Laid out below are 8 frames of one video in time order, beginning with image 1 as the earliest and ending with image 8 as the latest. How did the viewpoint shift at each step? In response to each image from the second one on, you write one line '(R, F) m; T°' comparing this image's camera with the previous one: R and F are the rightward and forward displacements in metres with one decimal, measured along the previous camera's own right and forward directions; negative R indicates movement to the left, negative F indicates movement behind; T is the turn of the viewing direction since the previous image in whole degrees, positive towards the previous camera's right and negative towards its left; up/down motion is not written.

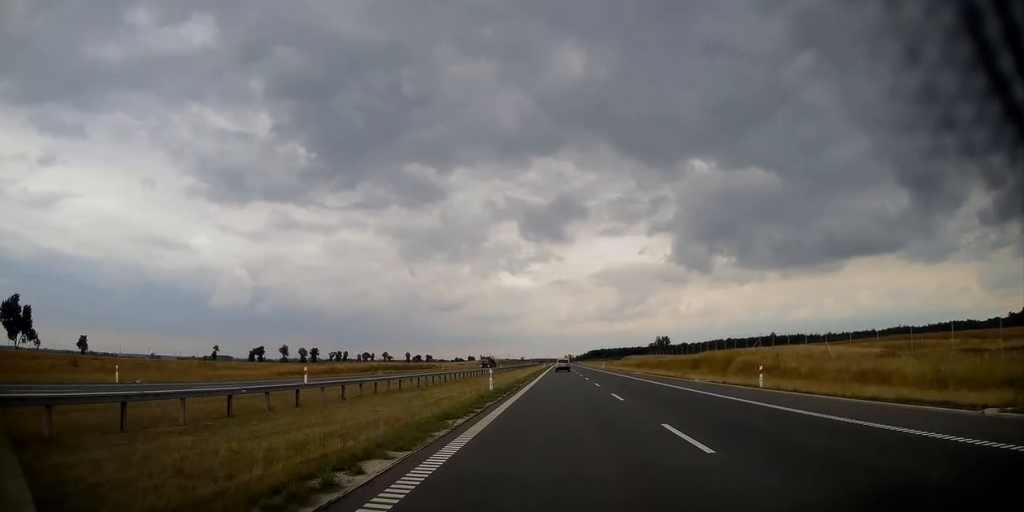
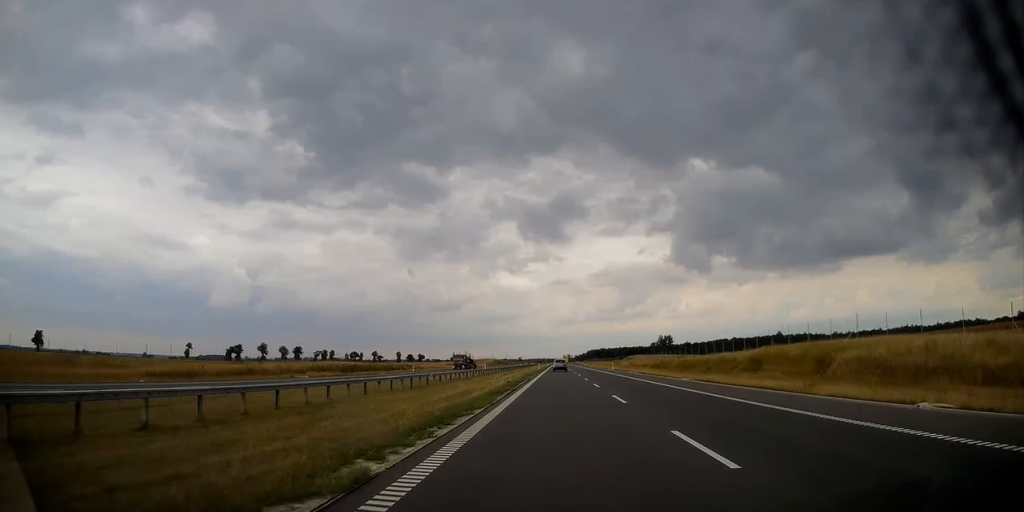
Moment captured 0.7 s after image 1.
(0.0, +25.2) m; 0°
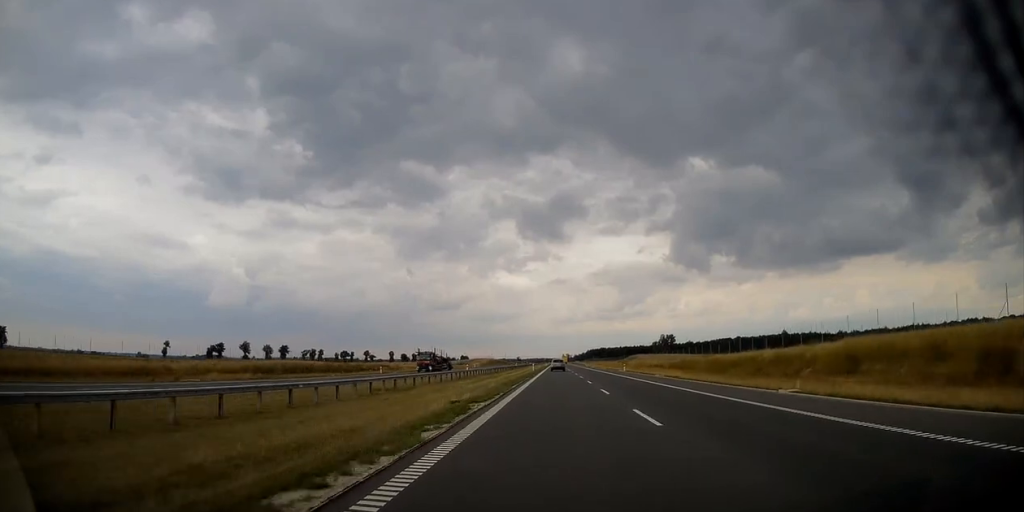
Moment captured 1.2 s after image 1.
(0.0, +19.0) m; 0°
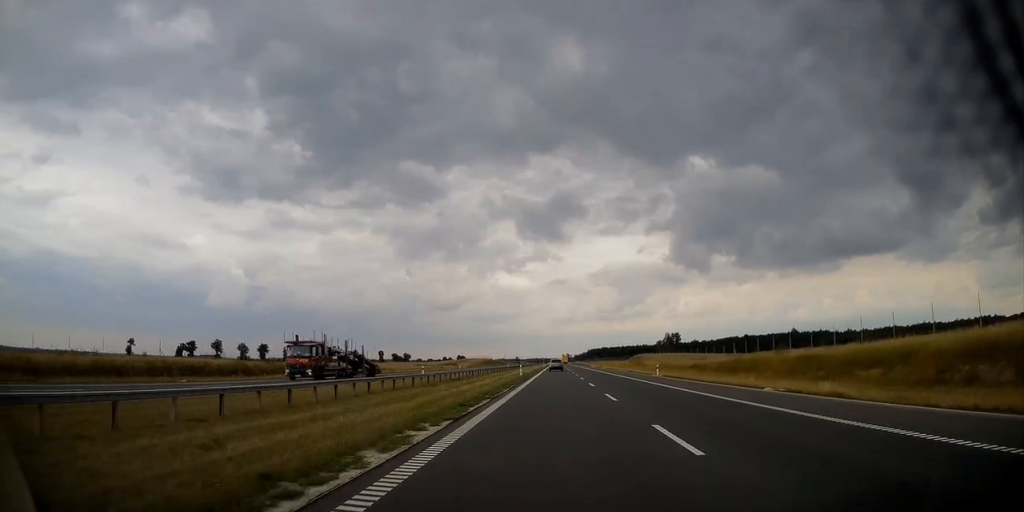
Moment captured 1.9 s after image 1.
(0.0, +27.9) m; 0°
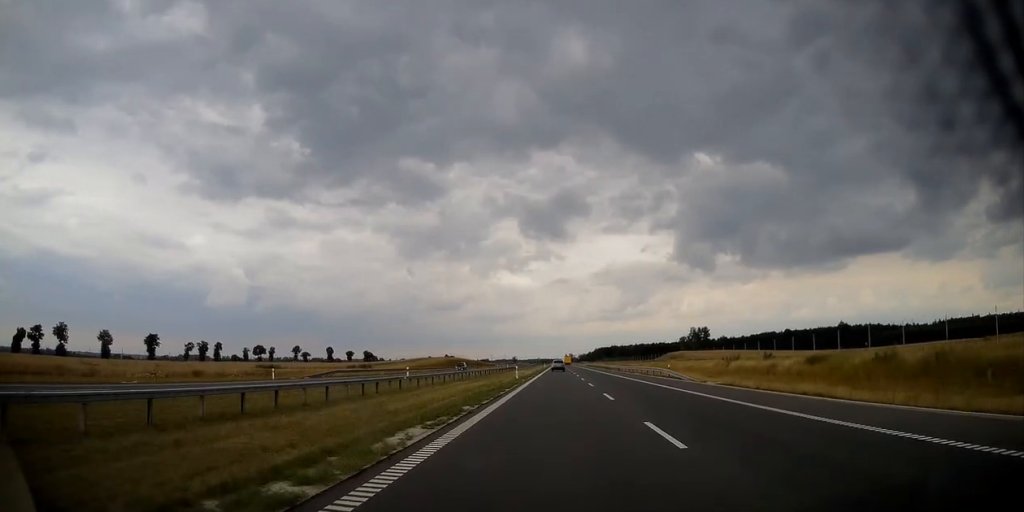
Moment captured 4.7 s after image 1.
(-0.2, +107.2) m; 0°
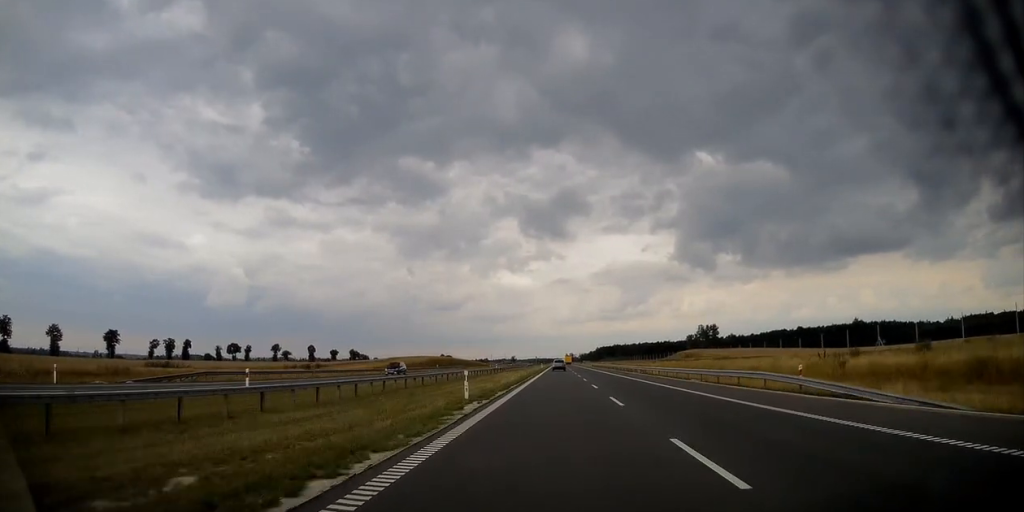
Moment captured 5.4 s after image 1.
(0.0, +27.0) m; 0°
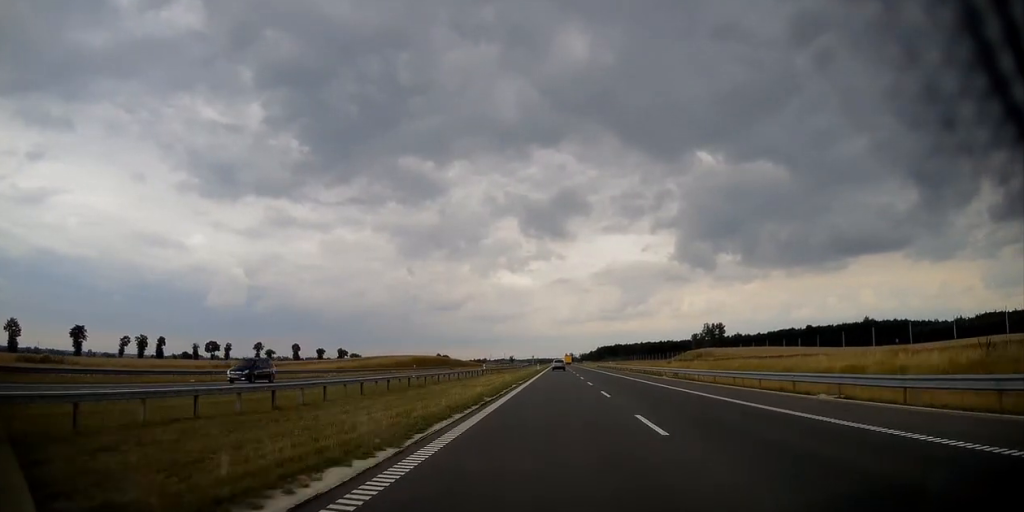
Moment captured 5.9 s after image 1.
(0.0, +19.3) m; 0°
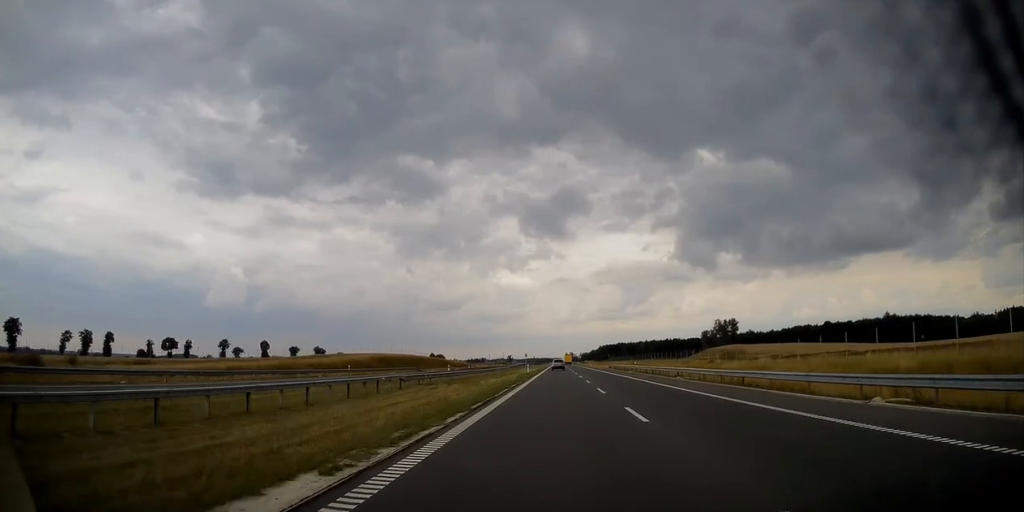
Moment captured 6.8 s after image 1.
(0.0, +33.5) m; 0°
